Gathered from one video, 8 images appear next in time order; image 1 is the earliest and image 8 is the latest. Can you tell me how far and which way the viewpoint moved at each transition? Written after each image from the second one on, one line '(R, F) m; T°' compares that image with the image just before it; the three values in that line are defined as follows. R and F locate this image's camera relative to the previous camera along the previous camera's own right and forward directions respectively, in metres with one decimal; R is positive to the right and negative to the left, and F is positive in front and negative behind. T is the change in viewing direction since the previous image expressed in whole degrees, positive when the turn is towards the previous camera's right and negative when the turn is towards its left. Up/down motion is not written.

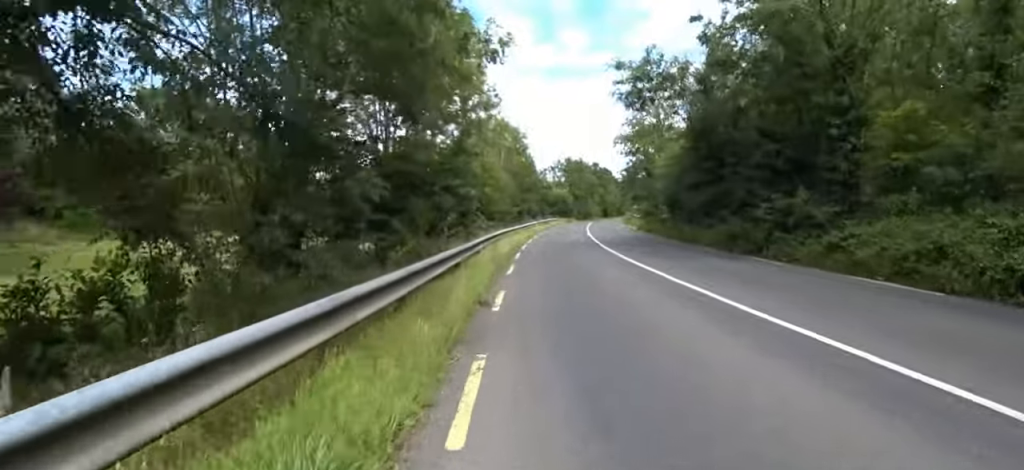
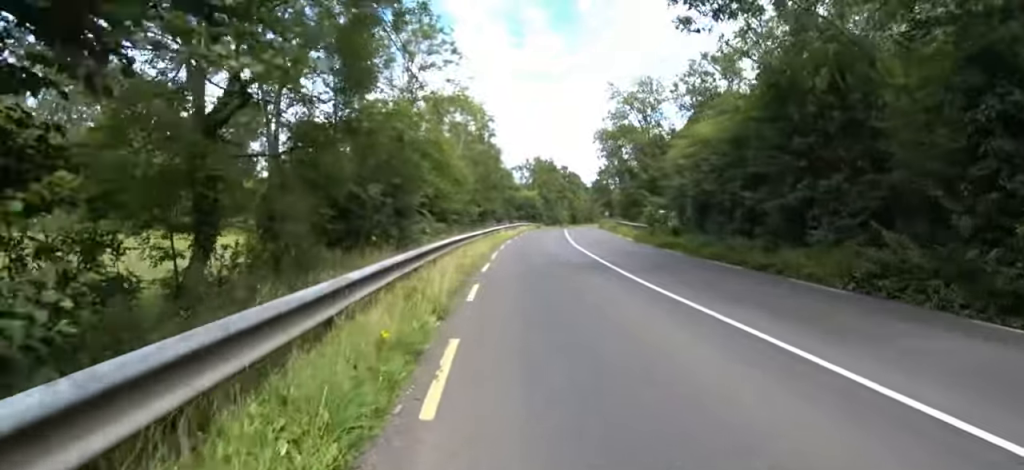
(0.0, +7.3) m; 0°
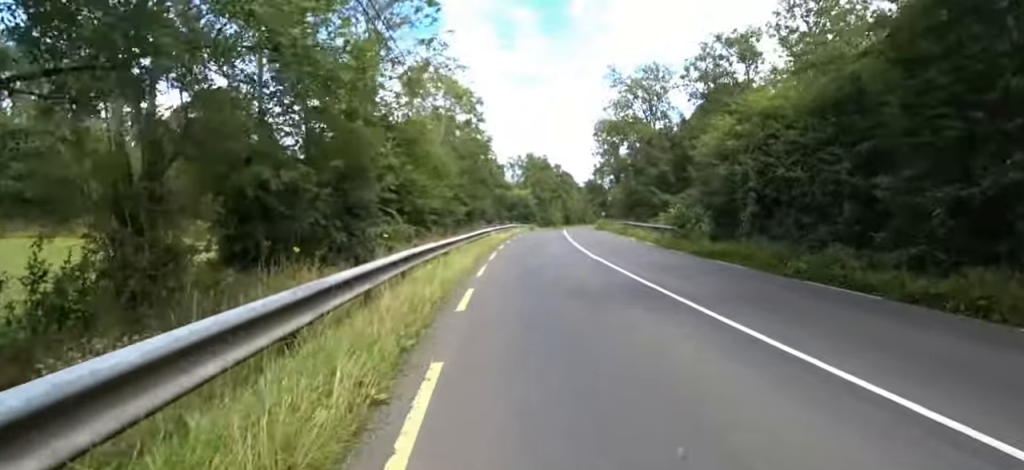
(0.0, +4.5) m; -2°
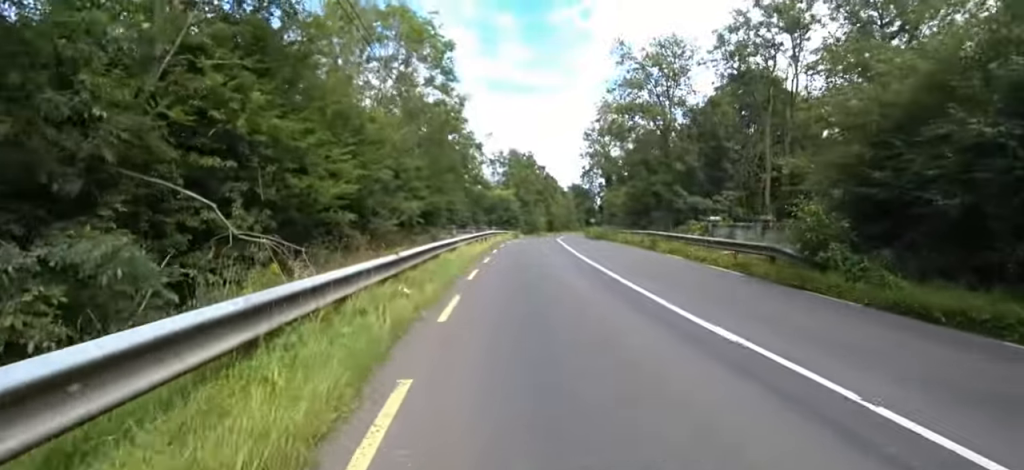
(-0.4, +8.3) m; +1°
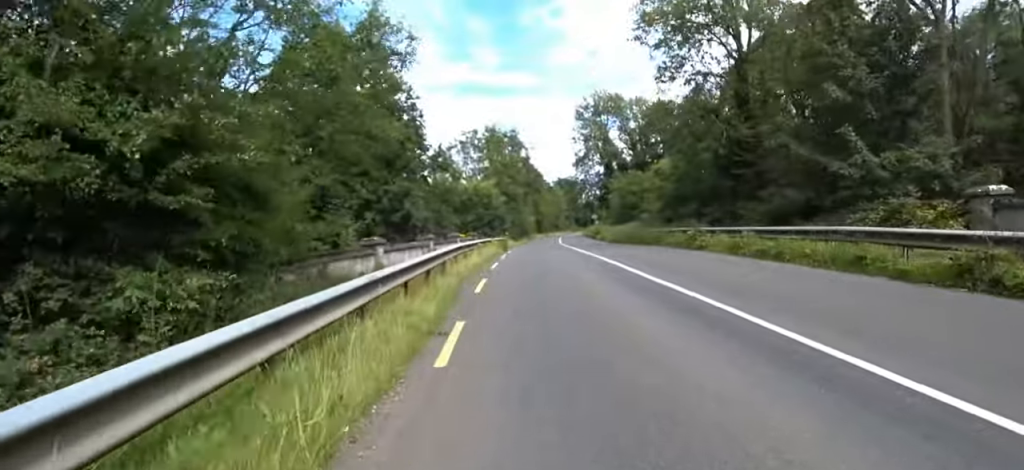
(+1.1, +13.9) m; +6°
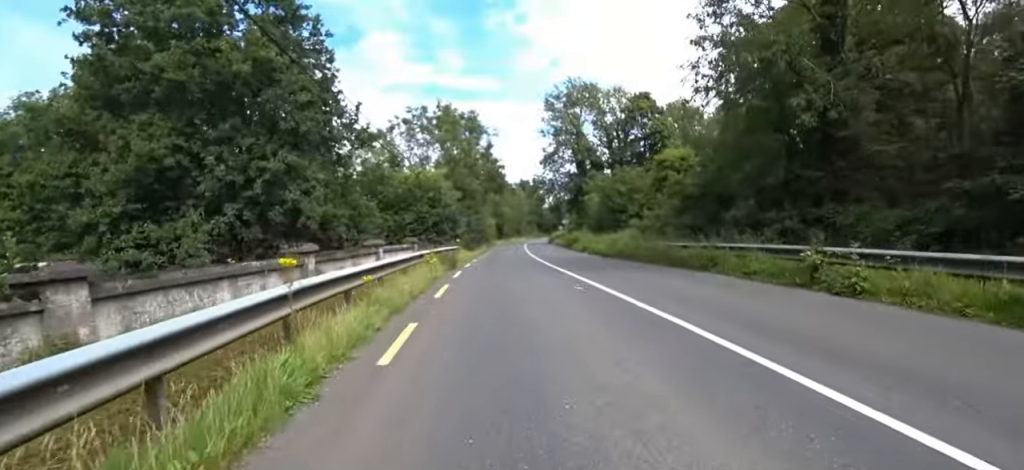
(0.0, +8.5) m; +3°
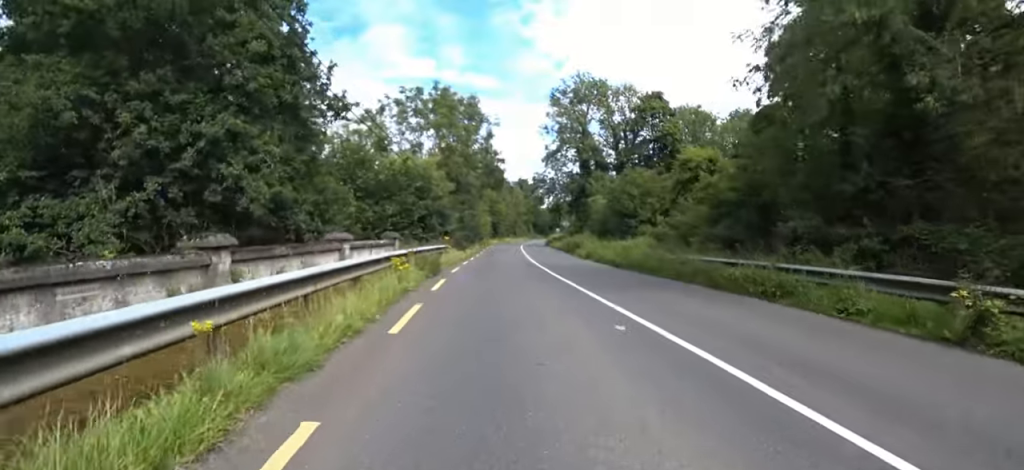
(+0.1, +3.1) m; +3°
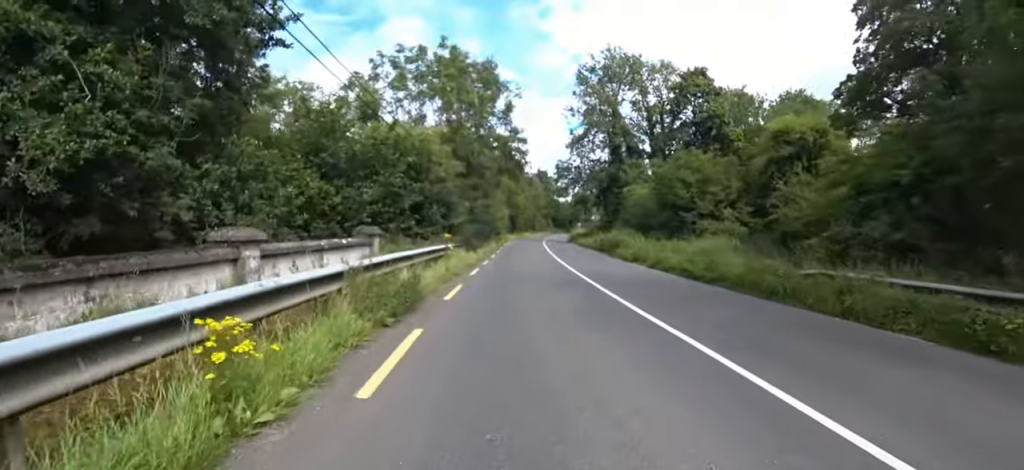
(+0.1, +6.0) m; +2°
